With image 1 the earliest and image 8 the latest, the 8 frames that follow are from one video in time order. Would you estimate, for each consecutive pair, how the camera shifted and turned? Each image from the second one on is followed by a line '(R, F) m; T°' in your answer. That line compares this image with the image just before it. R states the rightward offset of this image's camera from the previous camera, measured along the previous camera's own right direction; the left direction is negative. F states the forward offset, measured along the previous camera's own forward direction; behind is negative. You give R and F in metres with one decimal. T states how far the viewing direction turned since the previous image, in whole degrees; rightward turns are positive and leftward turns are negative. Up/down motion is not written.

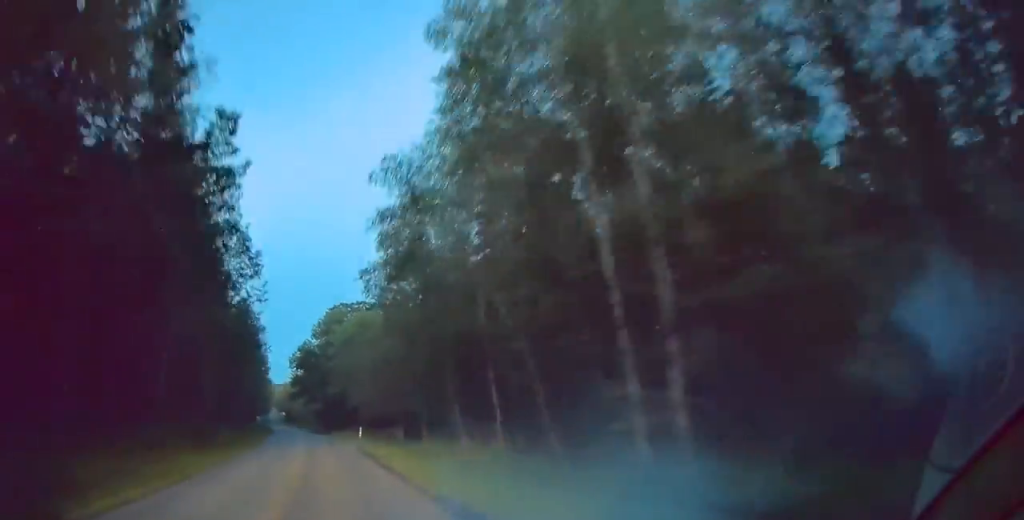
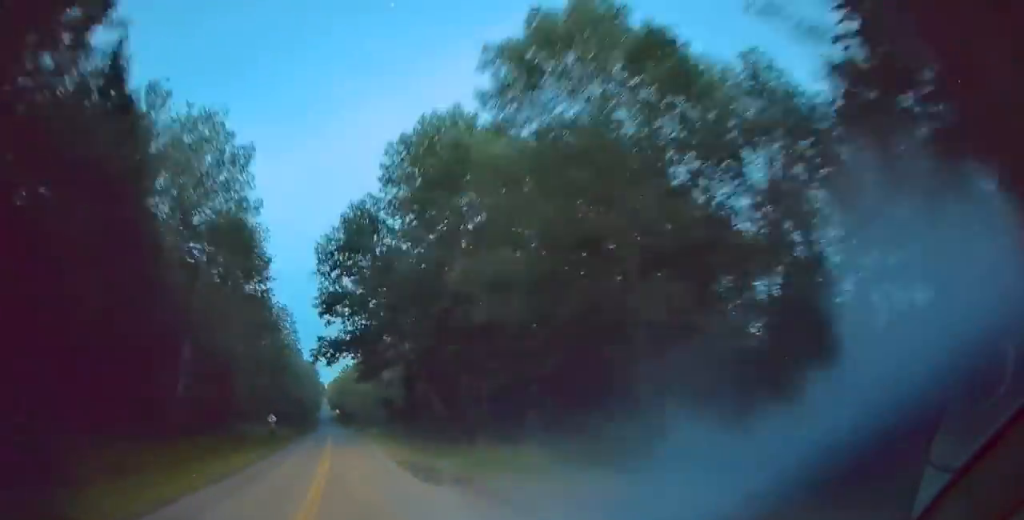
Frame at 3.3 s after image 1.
(-3.0, +59.7) m; -4°
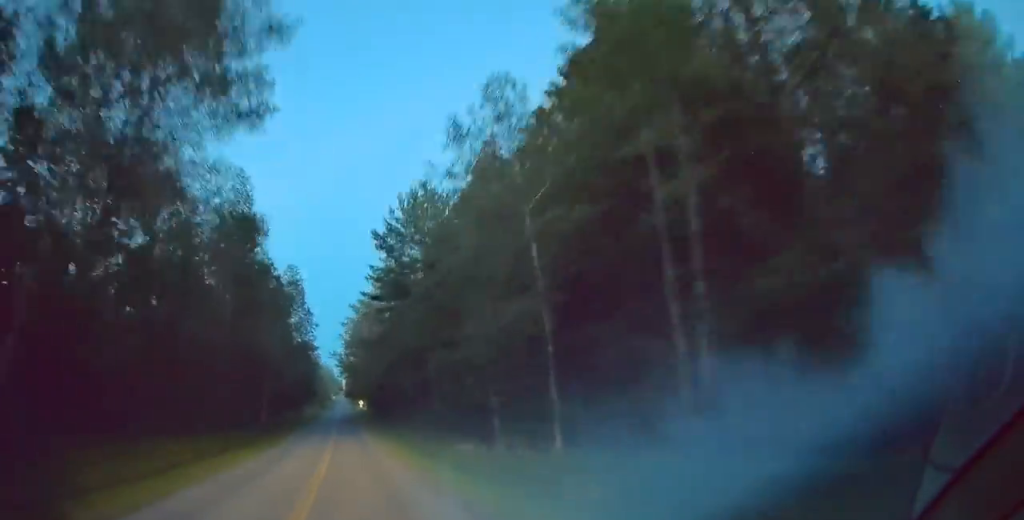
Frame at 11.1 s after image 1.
(-7.8, +144.1) m; -4°
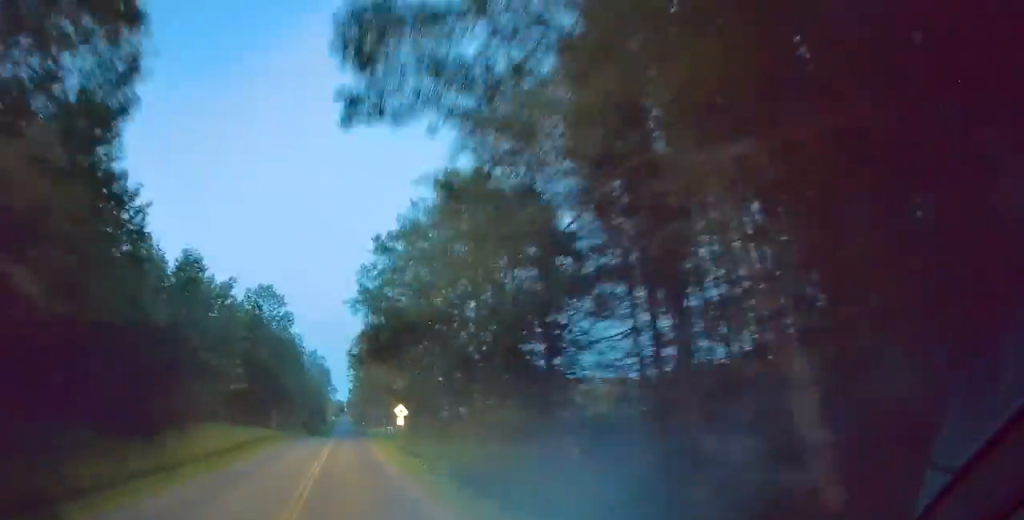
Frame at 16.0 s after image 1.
(-0.4, +95.3) m; 0°
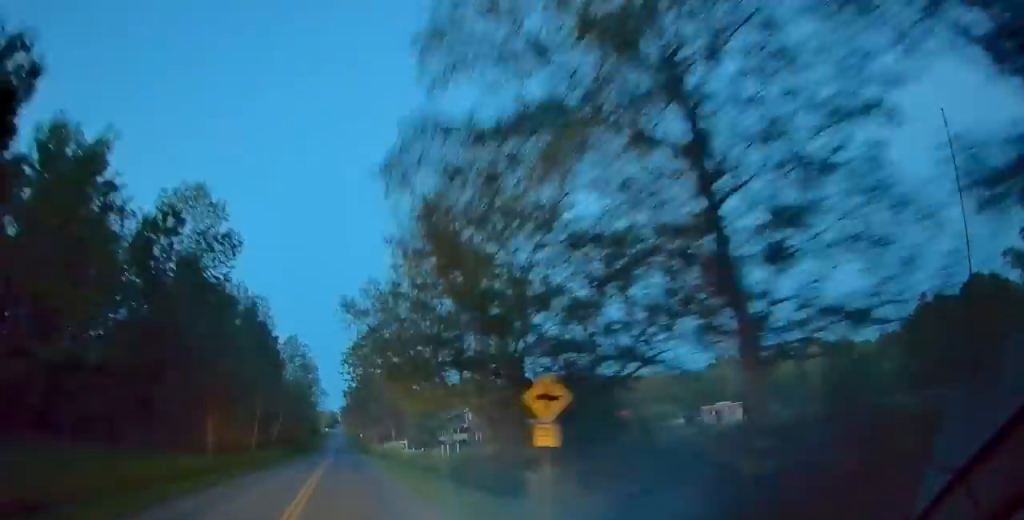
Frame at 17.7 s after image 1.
(+0.2, +33.7) m; 0°
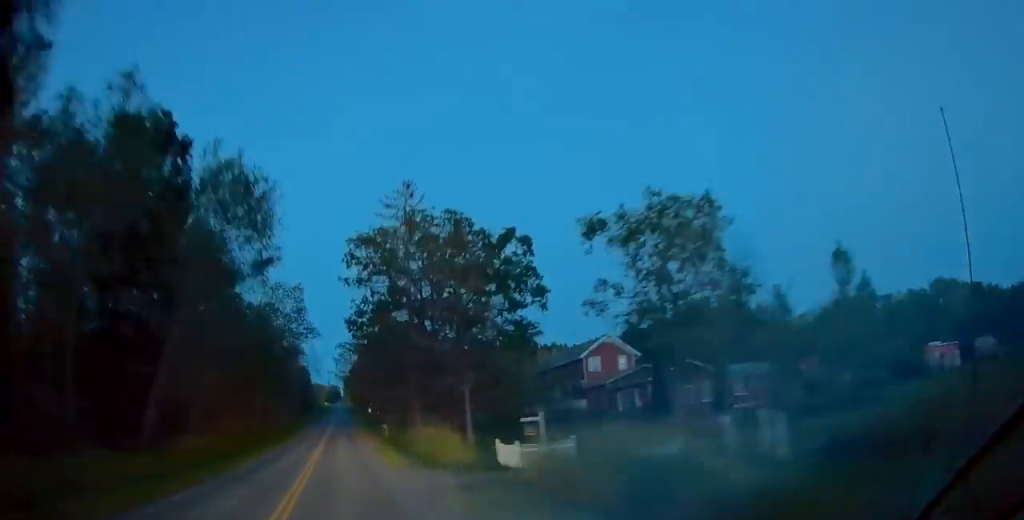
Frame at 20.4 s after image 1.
(-0.3, +52.1) m; 0°
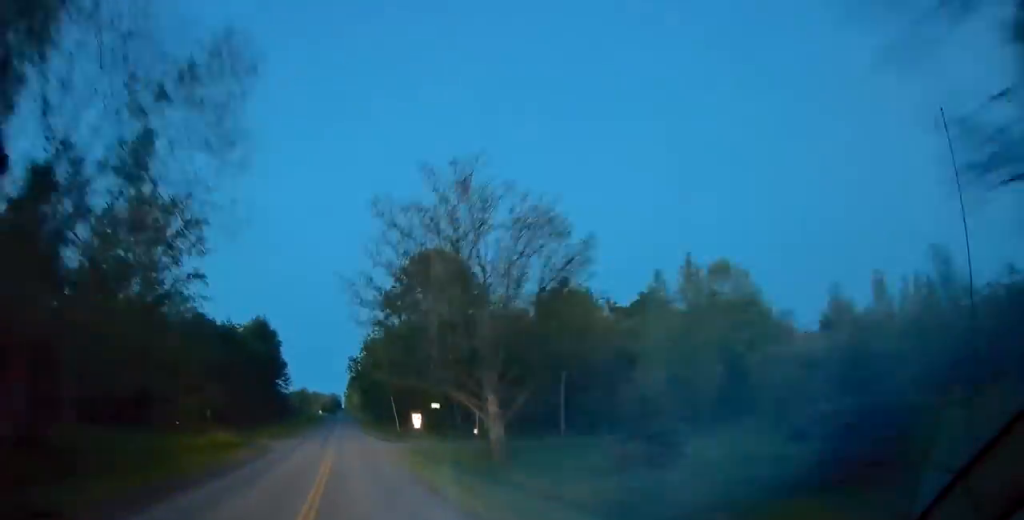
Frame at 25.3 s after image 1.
(+0.3, +95.3) m; 0°
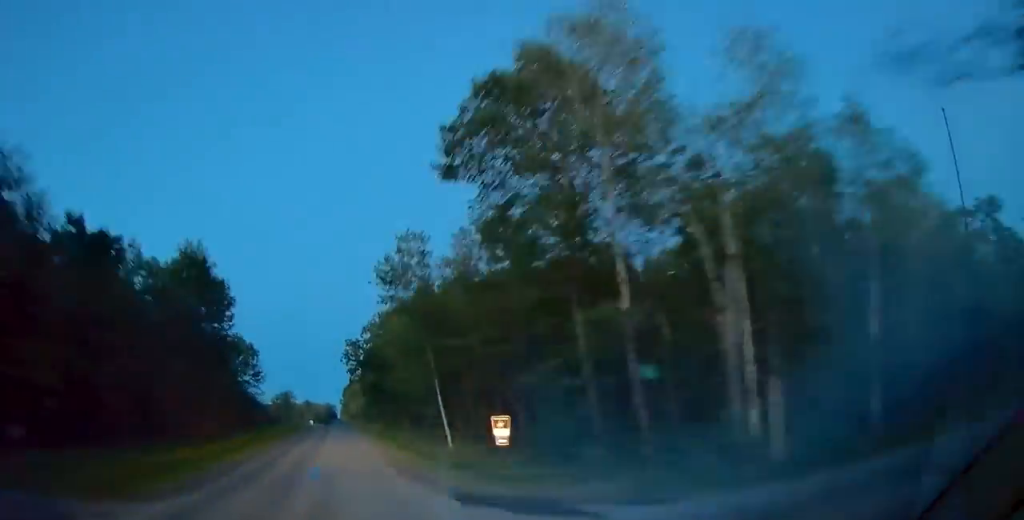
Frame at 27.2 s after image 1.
(0.0, +35.2) m; 0°
